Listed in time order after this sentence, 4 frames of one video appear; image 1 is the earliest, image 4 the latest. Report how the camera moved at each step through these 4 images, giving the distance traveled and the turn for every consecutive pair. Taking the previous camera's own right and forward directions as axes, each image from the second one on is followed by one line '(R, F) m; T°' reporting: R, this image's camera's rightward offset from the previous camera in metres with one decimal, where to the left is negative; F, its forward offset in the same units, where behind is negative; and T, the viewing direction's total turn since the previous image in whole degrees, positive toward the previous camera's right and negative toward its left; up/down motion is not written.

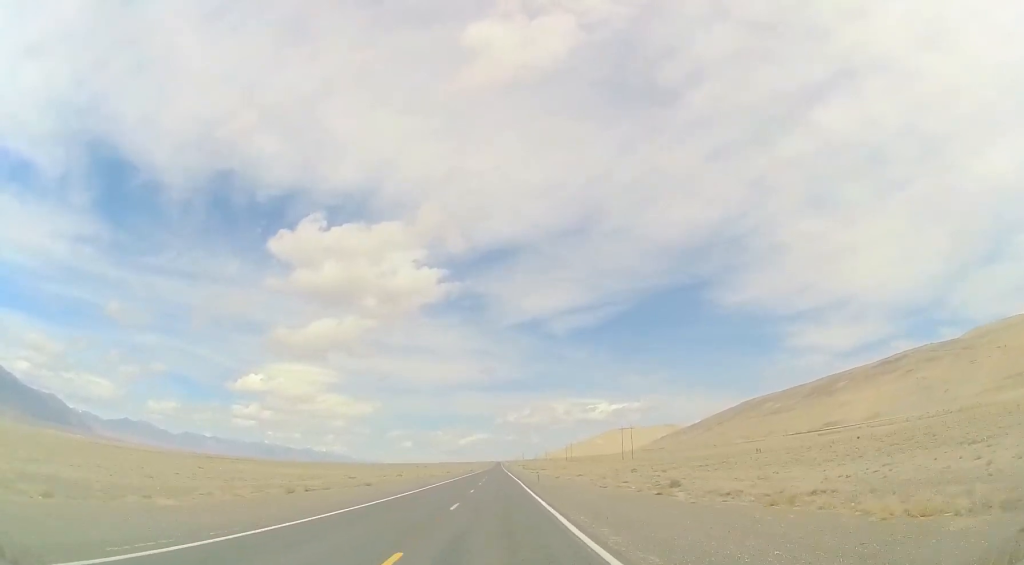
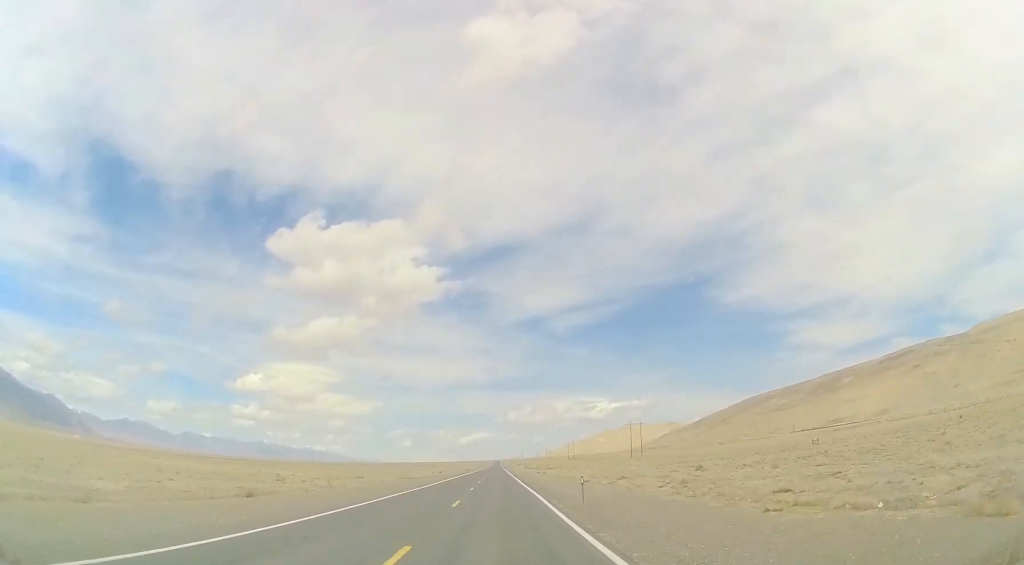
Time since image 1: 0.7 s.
(0.0, +26.7) m; 0°
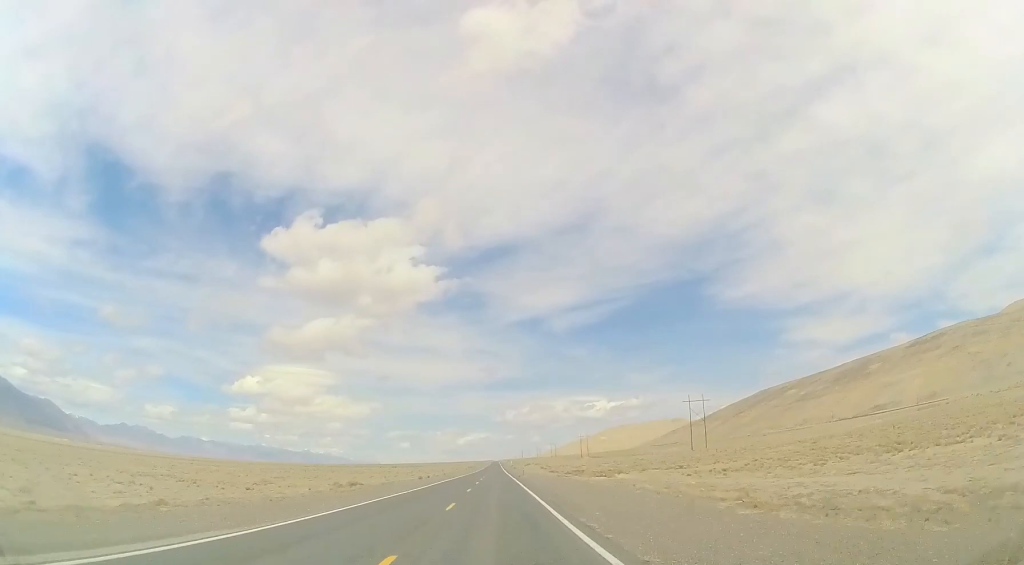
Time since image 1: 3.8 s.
(-0.1, +110.2) m; 0°
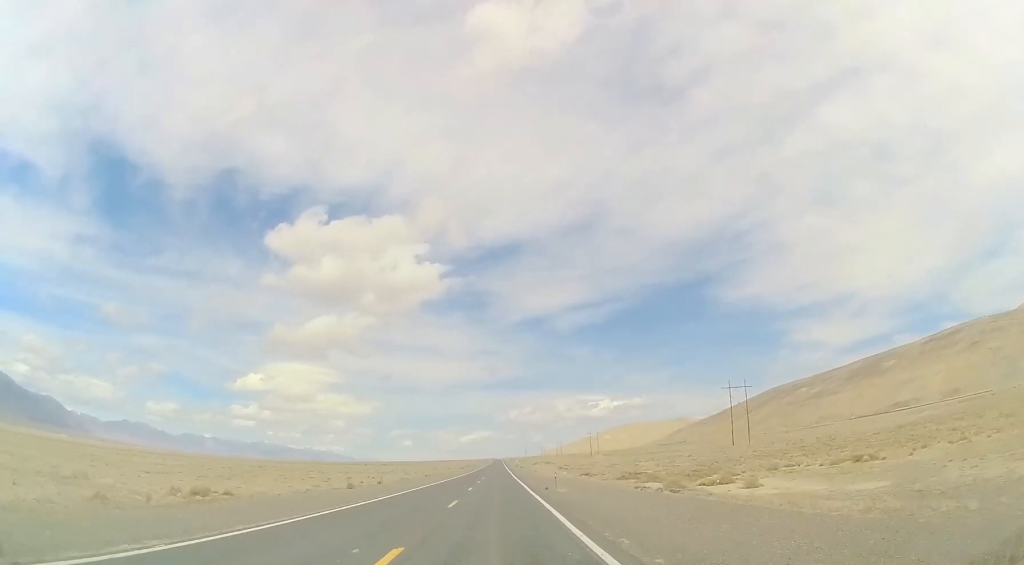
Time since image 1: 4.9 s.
(+0.2, +40.0) m; 0°
